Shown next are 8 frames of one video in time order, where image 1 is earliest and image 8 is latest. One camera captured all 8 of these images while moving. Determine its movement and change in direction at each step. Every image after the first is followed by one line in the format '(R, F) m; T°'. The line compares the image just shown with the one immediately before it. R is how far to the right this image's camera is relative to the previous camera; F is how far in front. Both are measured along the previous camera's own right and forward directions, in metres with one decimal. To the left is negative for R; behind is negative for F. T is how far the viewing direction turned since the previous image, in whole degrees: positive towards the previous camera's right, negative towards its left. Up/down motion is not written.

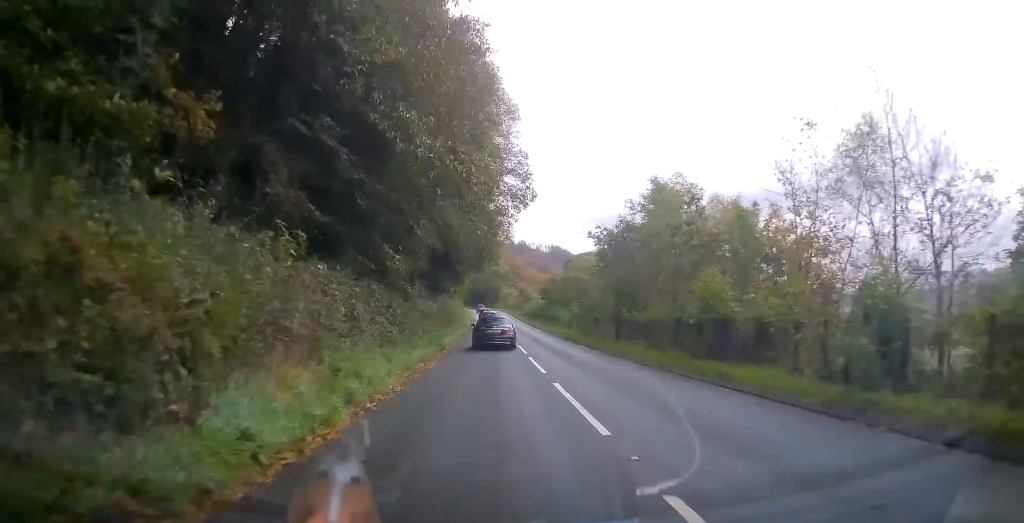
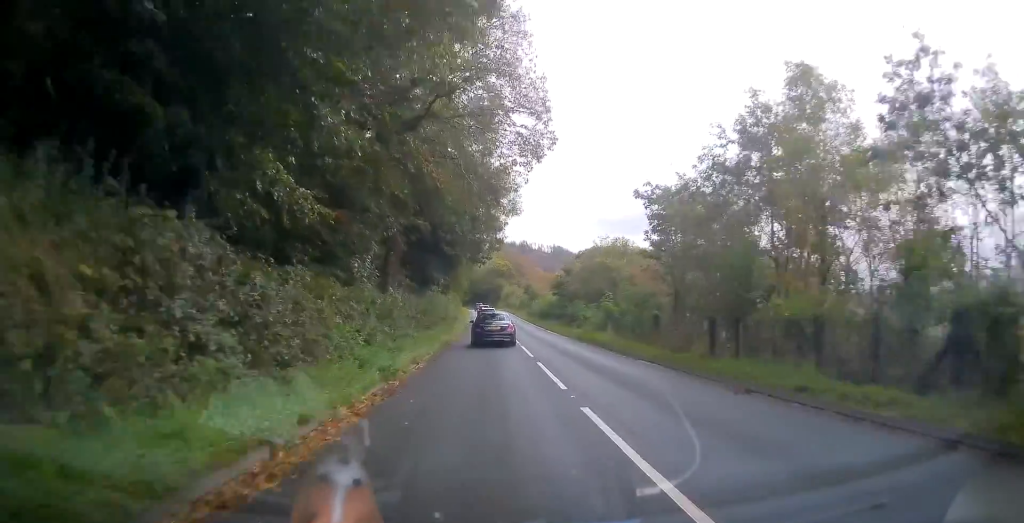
(0.0, +12.4) m; 0°
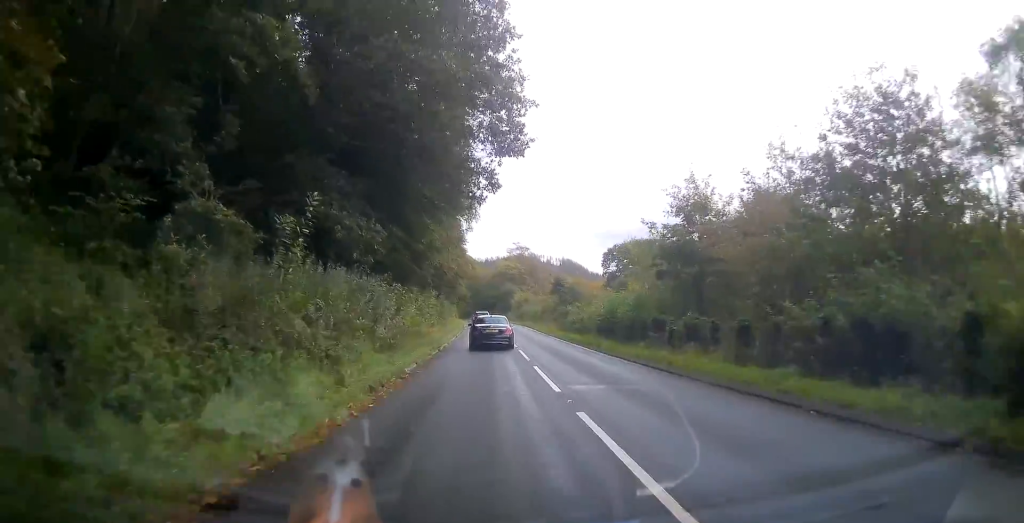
(-0.3, +30.5) m; -1°
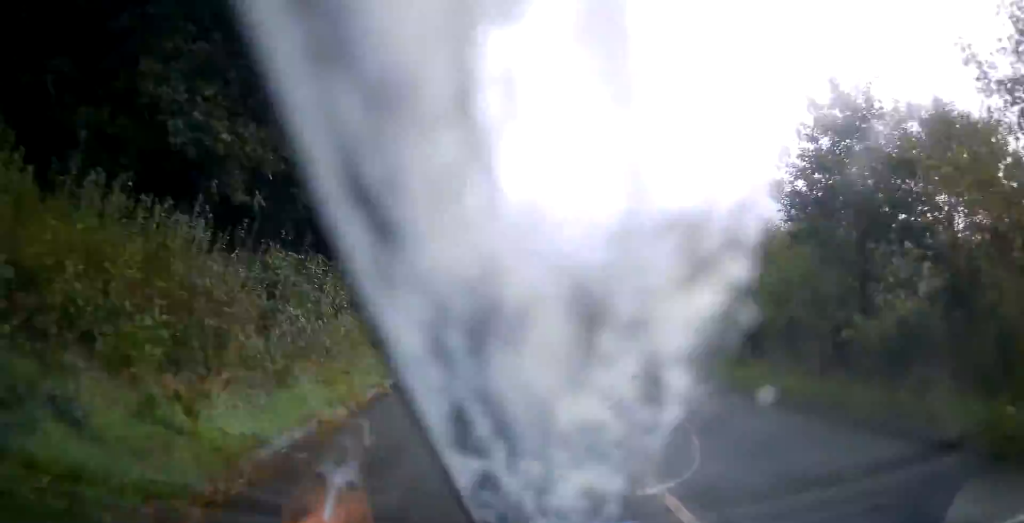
(0.0, +9.6) m; 0°
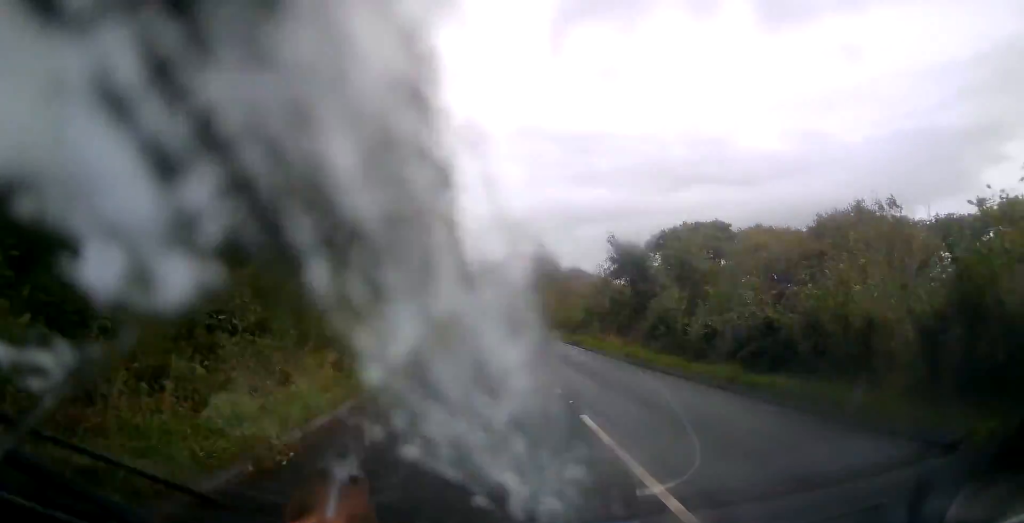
(-0.1, +15.5) m; -1°
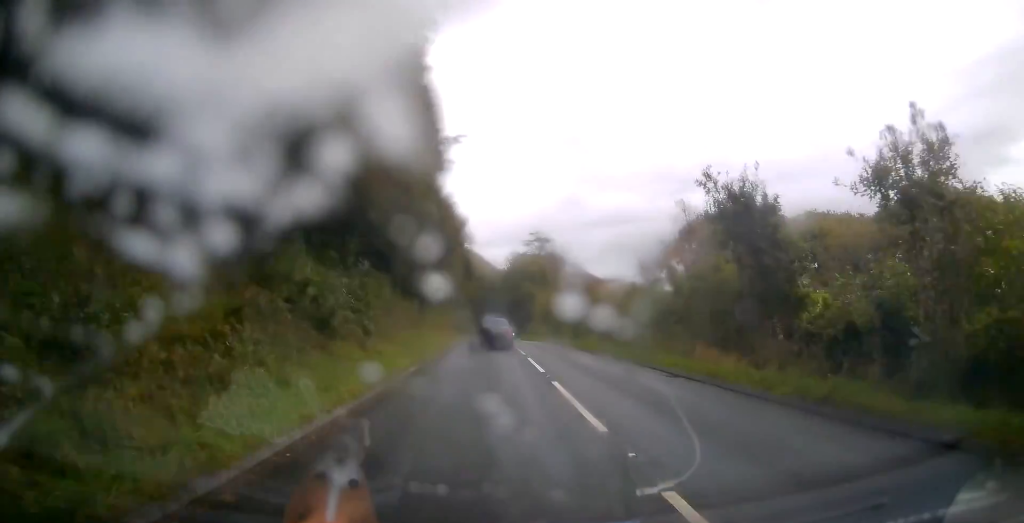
(-0.1, +12.7) m; 0°
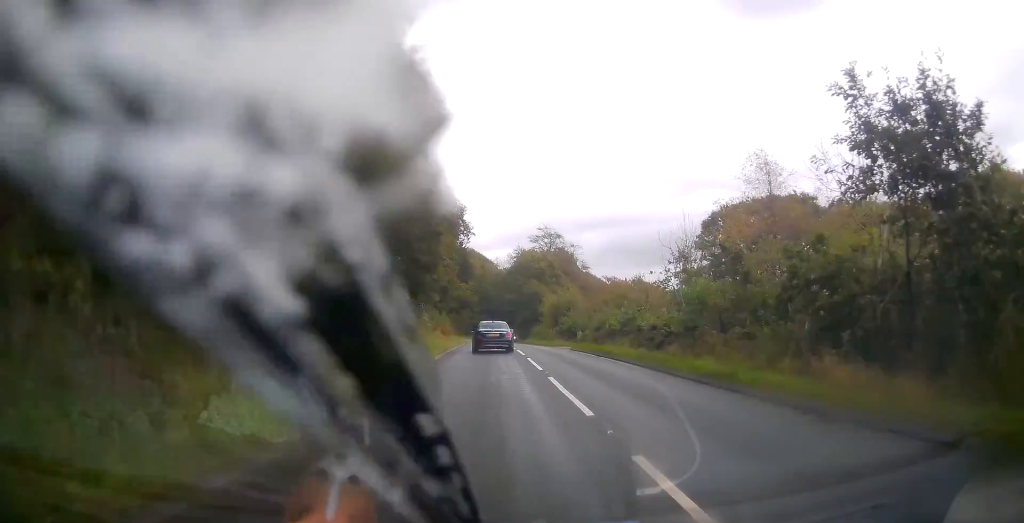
(-0.1, +7.3) m; +1°
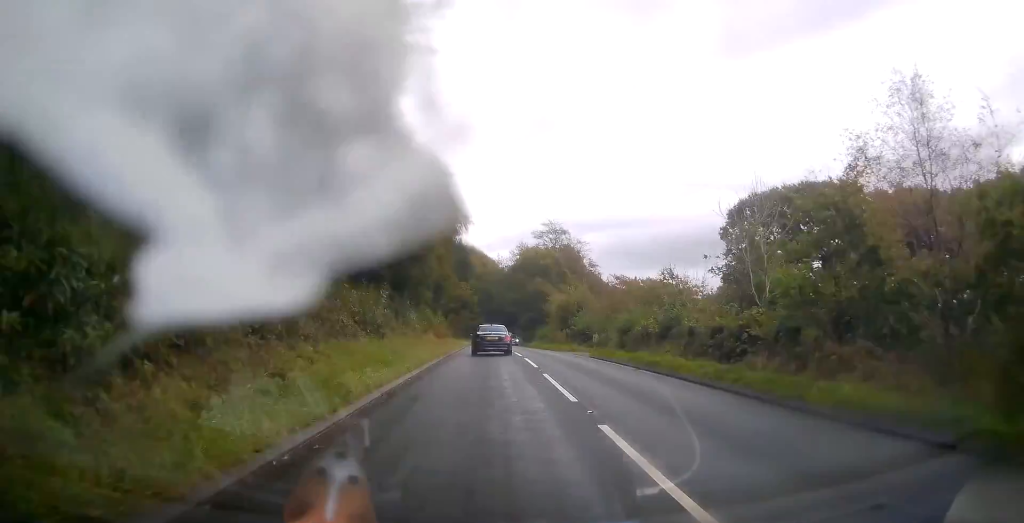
(+0.1, +6.8) m; 0°
